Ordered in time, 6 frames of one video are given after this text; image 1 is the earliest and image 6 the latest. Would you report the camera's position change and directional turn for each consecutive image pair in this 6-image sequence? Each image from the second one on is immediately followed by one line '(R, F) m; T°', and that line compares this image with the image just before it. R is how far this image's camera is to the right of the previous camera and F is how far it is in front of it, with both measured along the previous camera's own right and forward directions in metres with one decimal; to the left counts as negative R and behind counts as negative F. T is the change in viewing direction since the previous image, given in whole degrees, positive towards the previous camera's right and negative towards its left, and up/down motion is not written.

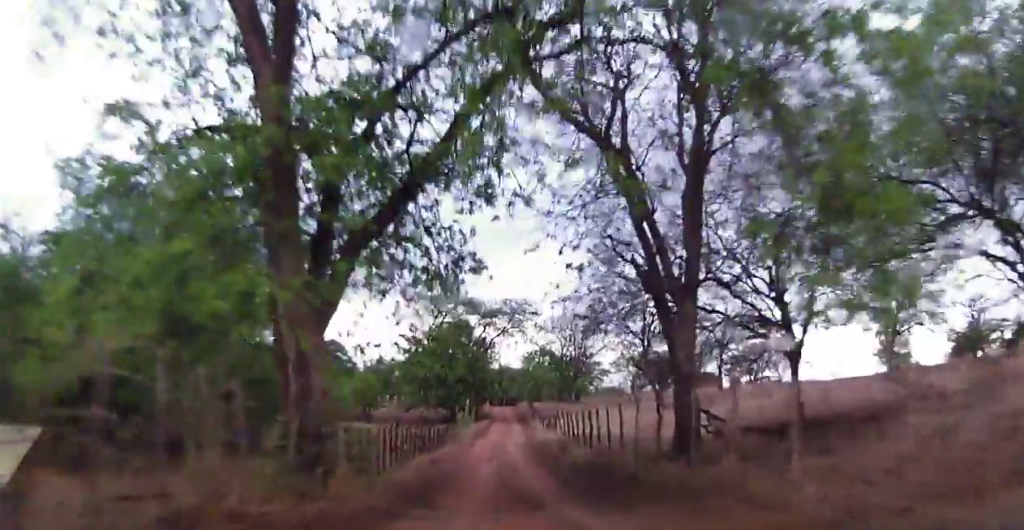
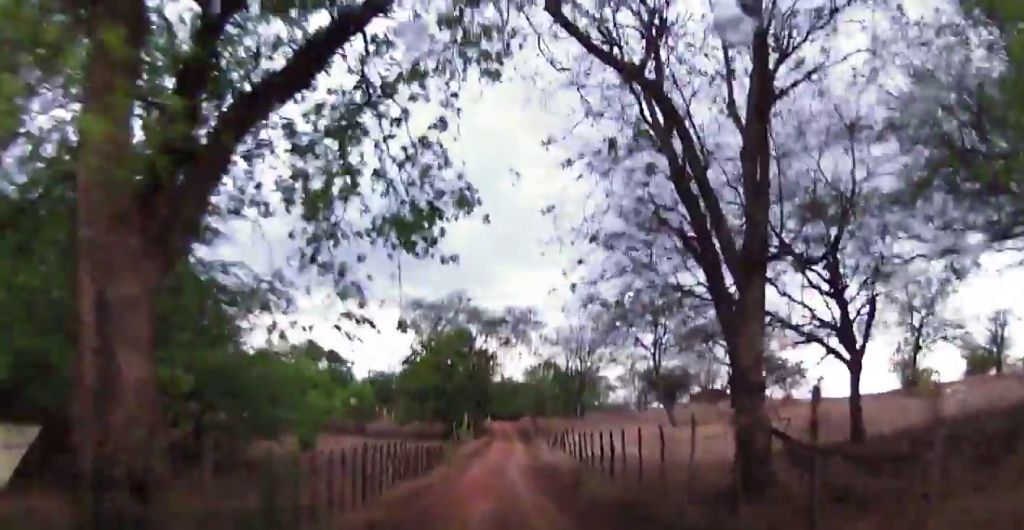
(-0.1, +5.0) m; -3°
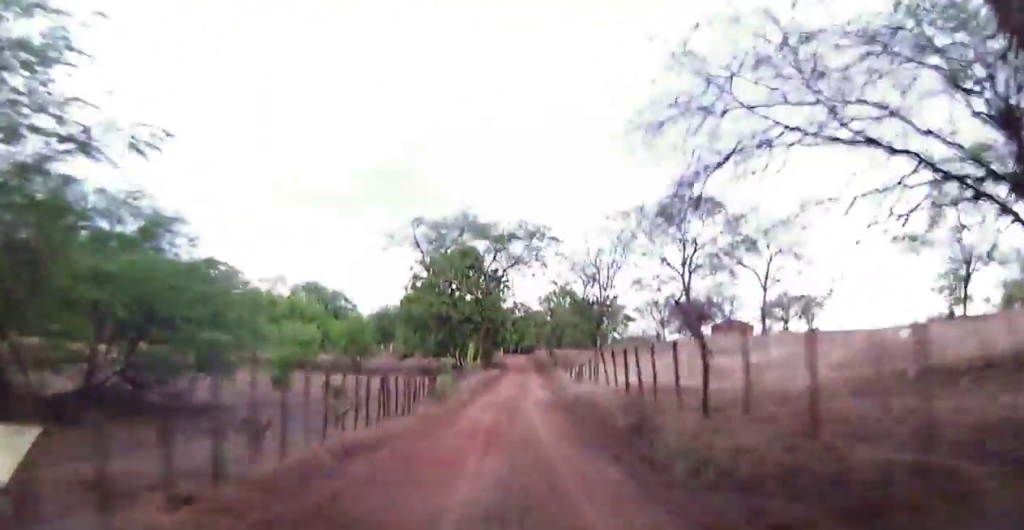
(-0.4, +9.2) m; -1°
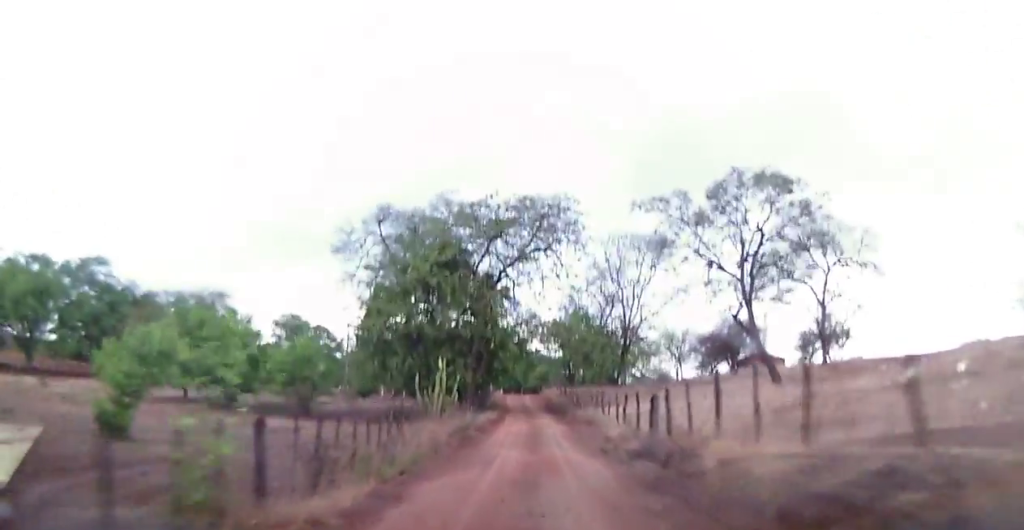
(+1.2, +17.9) m; +3°
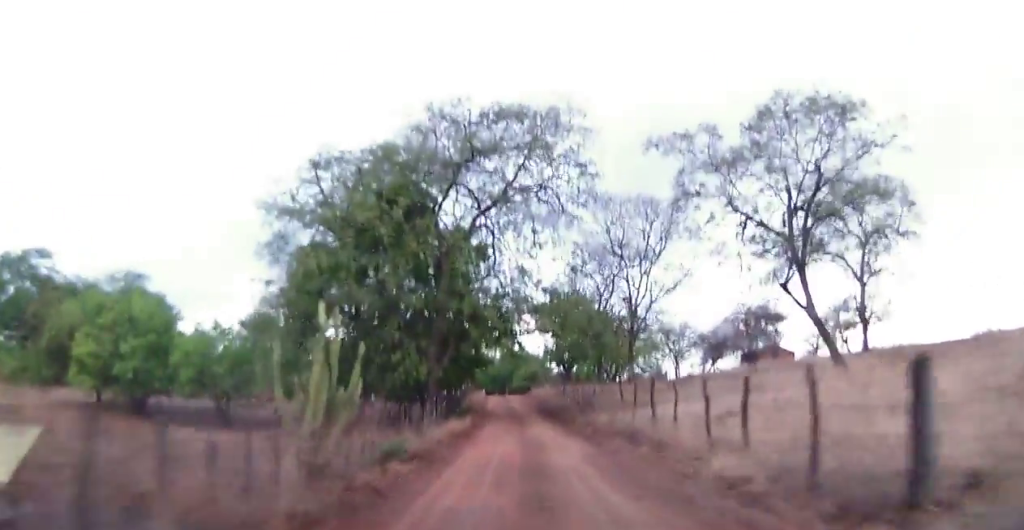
(-0.3, +13.5) m; -2°
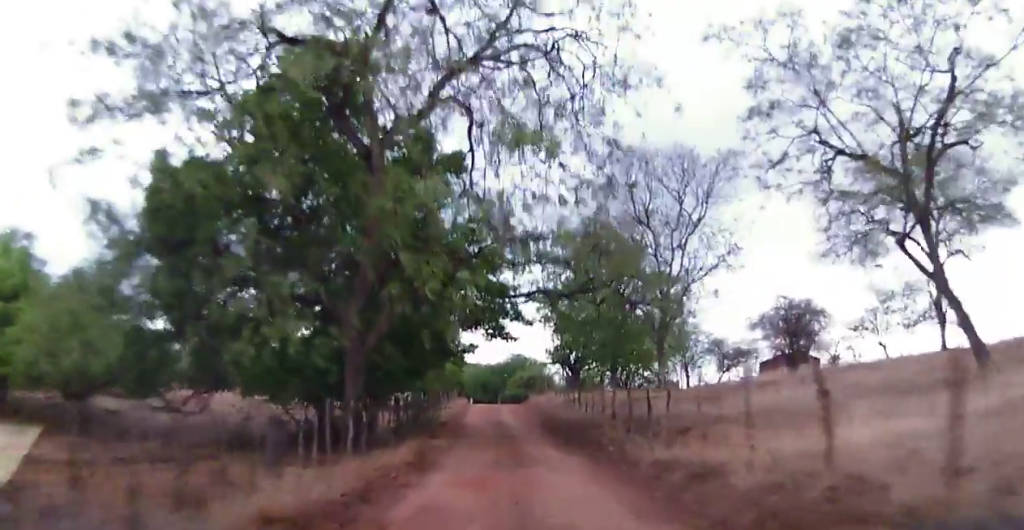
(-0.1, +13.4) m; +2°
